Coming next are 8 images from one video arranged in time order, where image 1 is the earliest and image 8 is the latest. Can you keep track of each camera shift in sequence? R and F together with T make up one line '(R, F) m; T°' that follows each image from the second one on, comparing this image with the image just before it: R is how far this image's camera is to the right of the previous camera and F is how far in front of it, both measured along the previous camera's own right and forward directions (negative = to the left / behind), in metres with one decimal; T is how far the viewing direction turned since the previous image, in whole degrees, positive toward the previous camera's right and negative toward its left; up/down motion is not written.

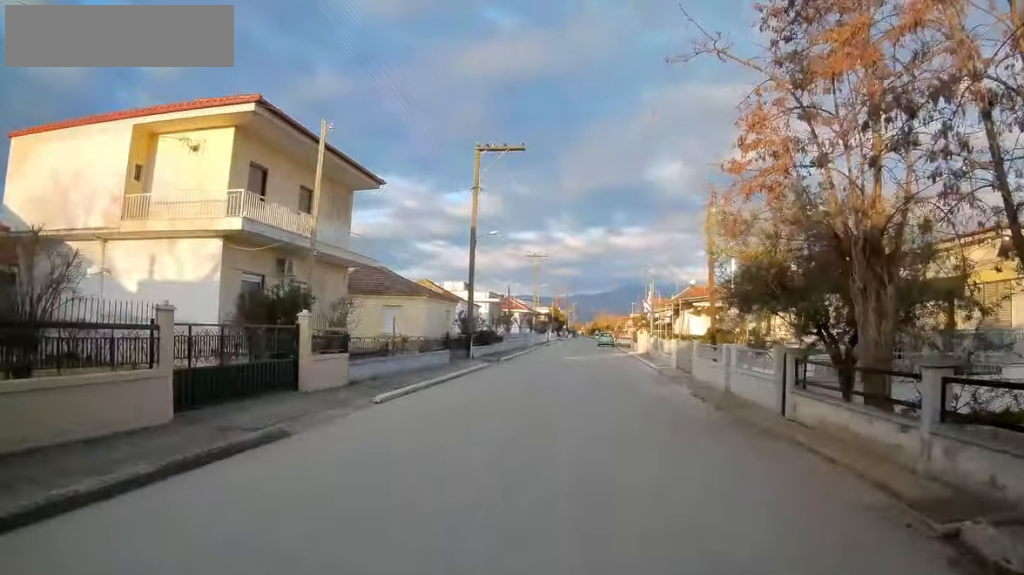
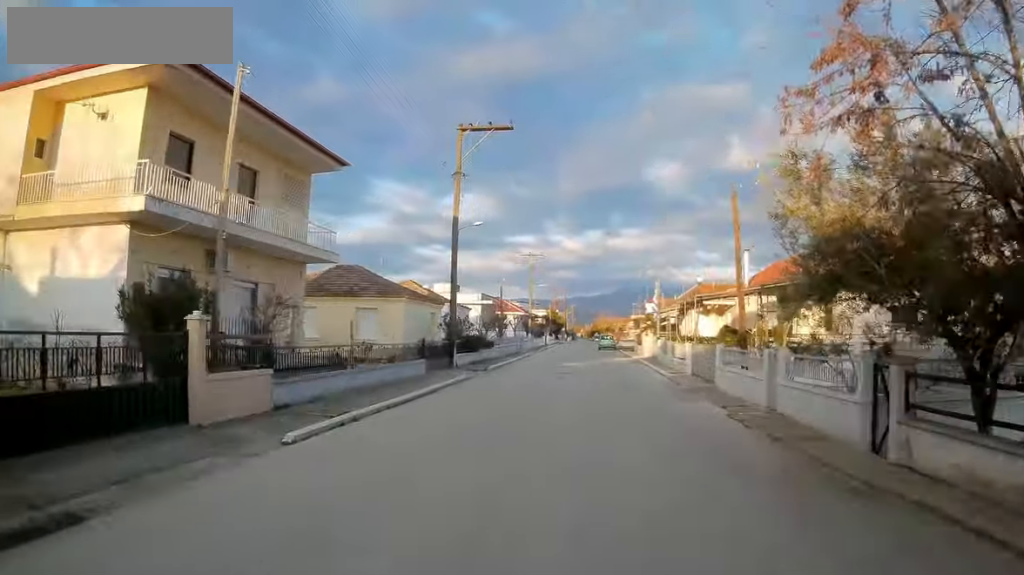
(+0.2, +4.8) m; 0°
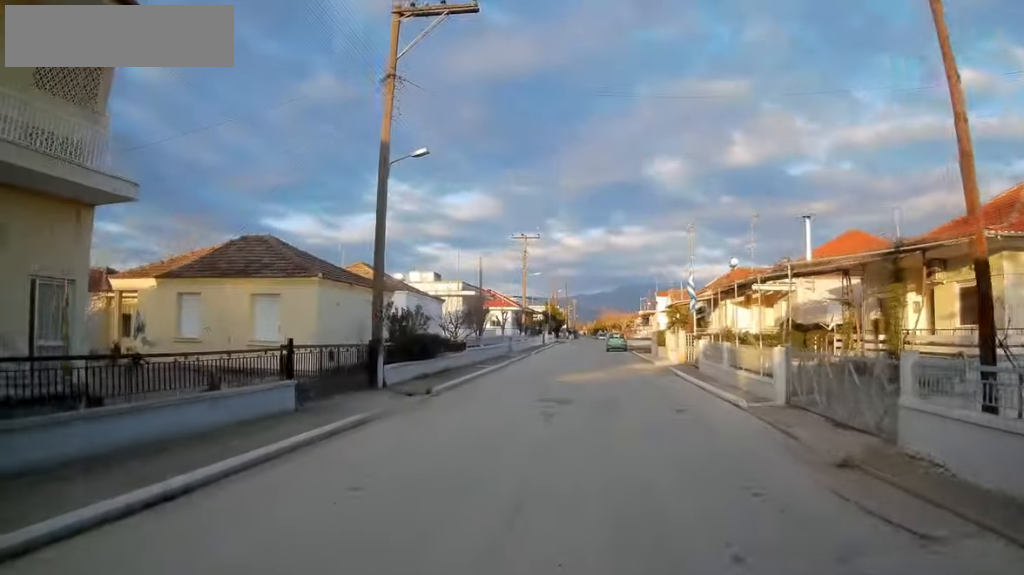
(-0.5, +12.3) m; -2°
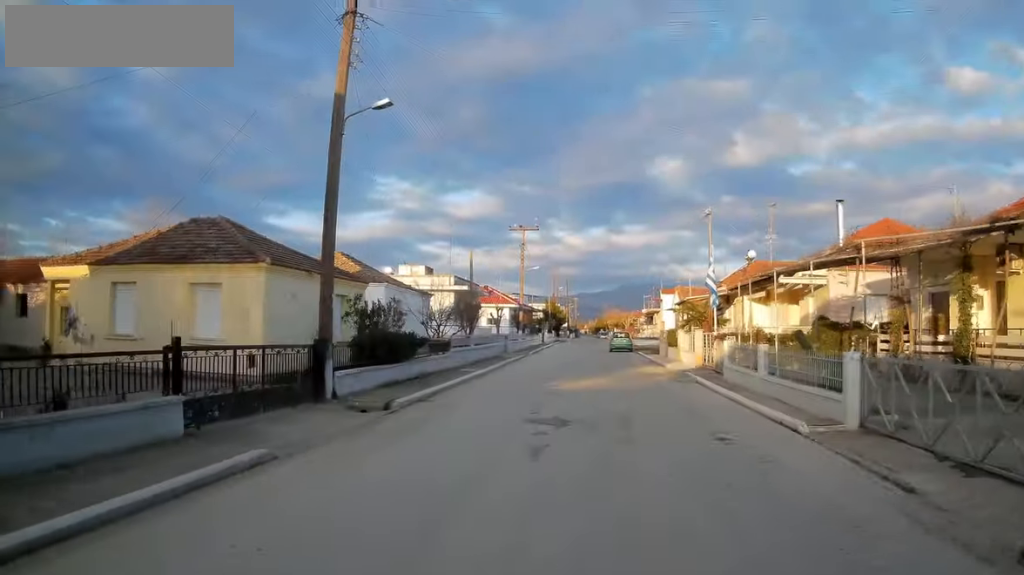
(-0.1, +4.1) m; +1°
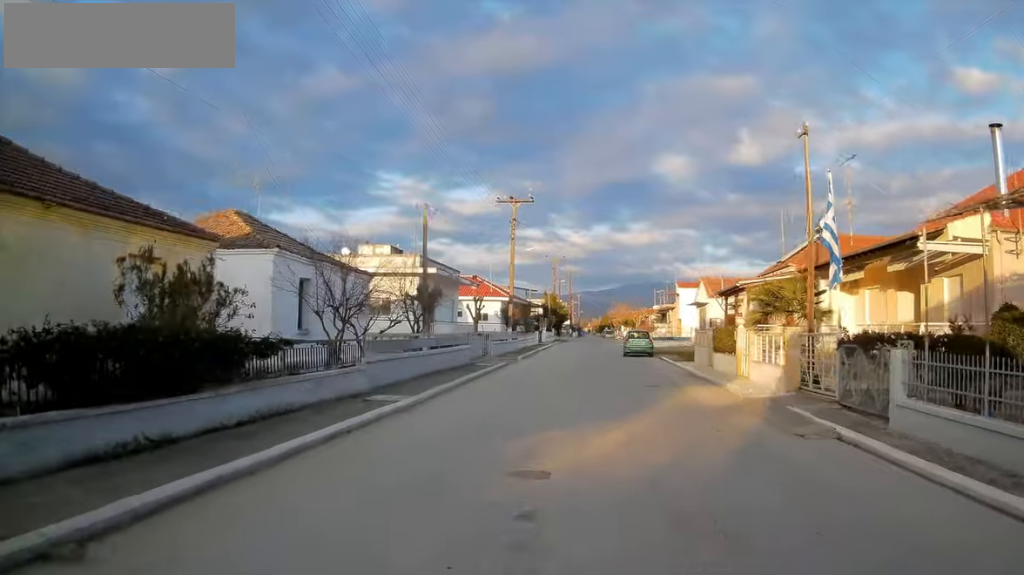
(+0.3, +11.8) m; +1°
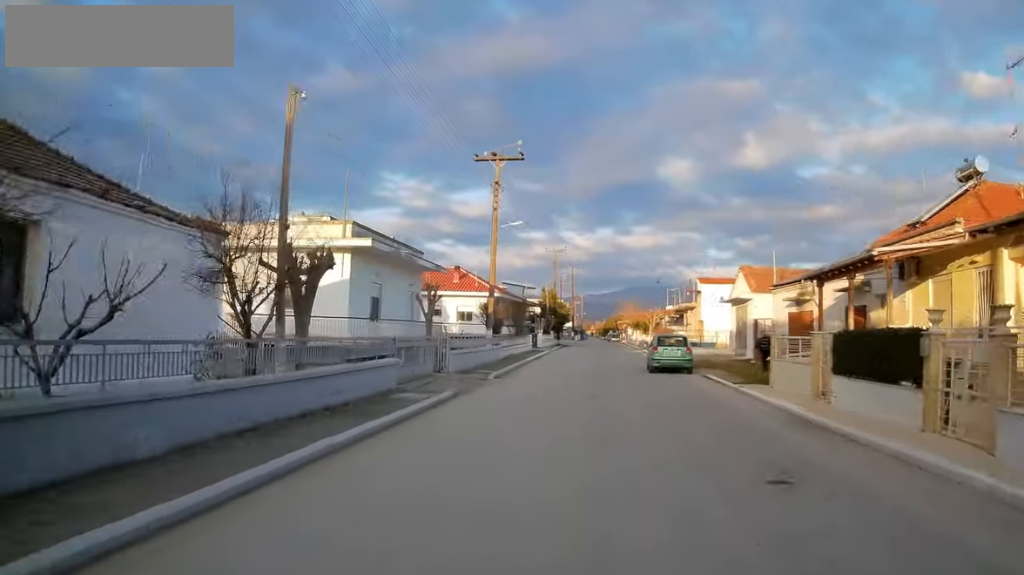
(-0.3, +12.3) m; 0°
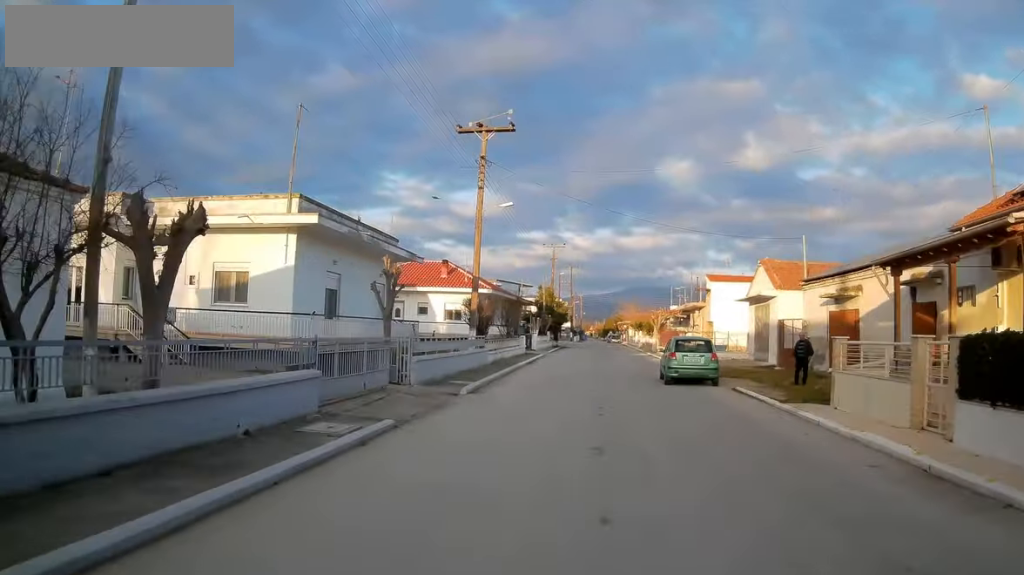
(+0.2, +5.2) m; 0°
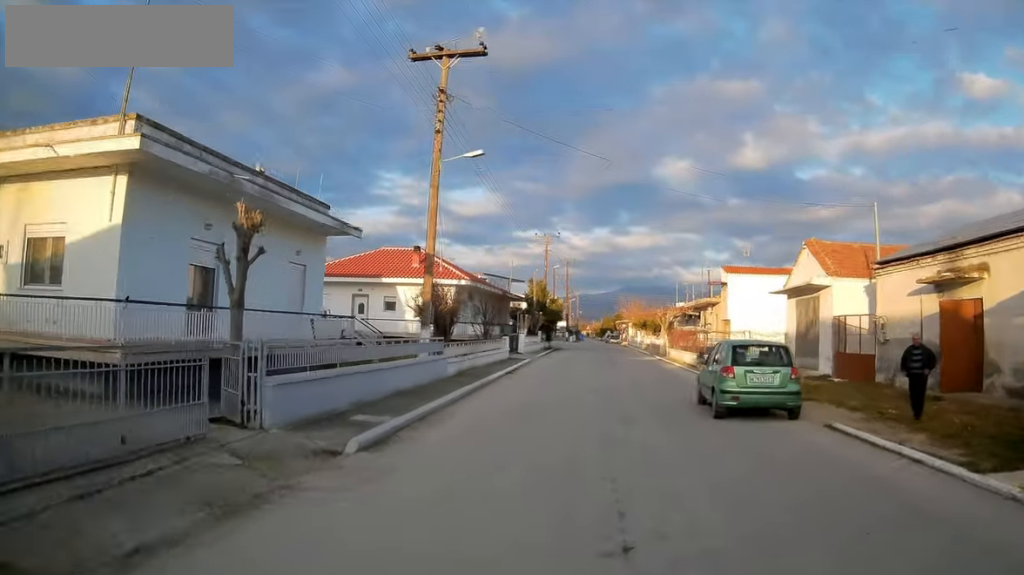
(0.0, +8.6) m; 0°
